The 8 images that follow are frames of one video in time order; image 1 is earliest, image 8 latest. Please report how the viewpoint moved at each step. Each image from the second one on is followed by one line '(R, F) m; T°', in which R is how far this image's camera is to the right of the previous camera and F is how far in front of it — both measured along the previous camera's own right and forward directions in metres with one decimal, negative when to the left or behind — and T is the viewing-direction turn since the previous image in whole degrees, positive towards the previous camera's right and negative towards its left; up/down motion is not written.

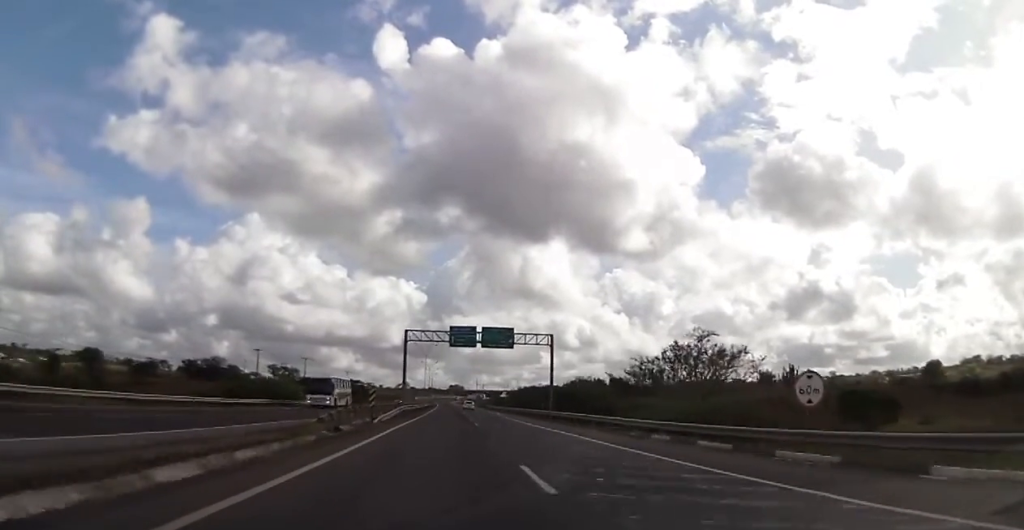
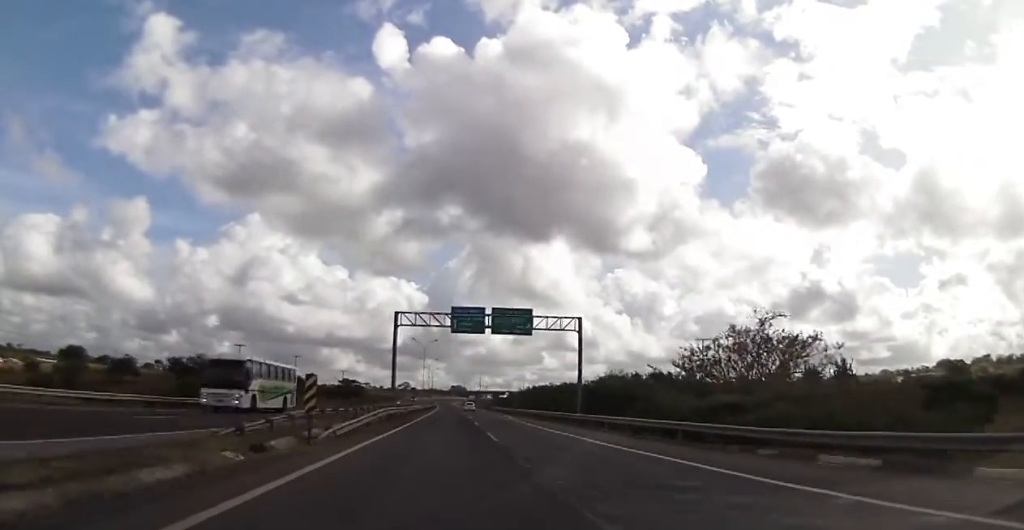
(+0.3, +13.9) m; 0°
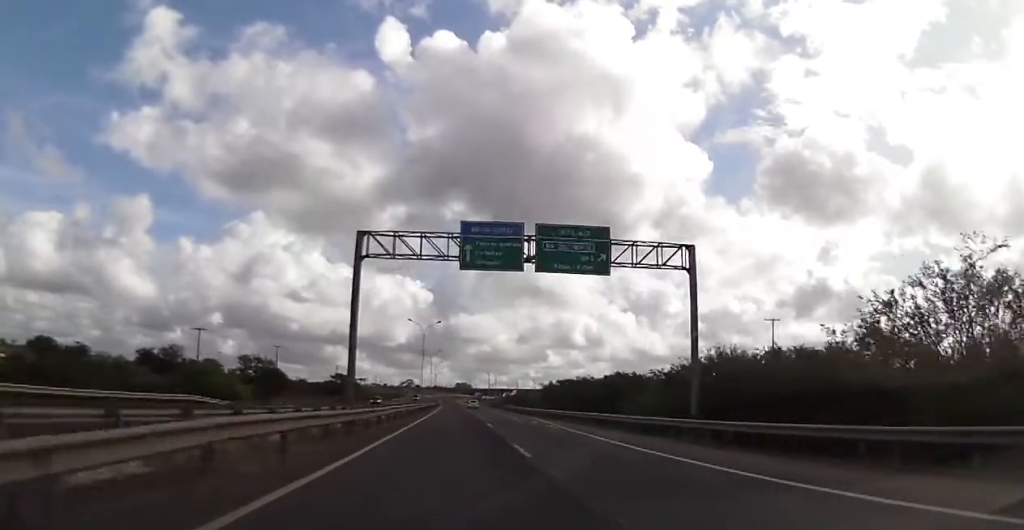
(-0.4, +24.3) m; -1°
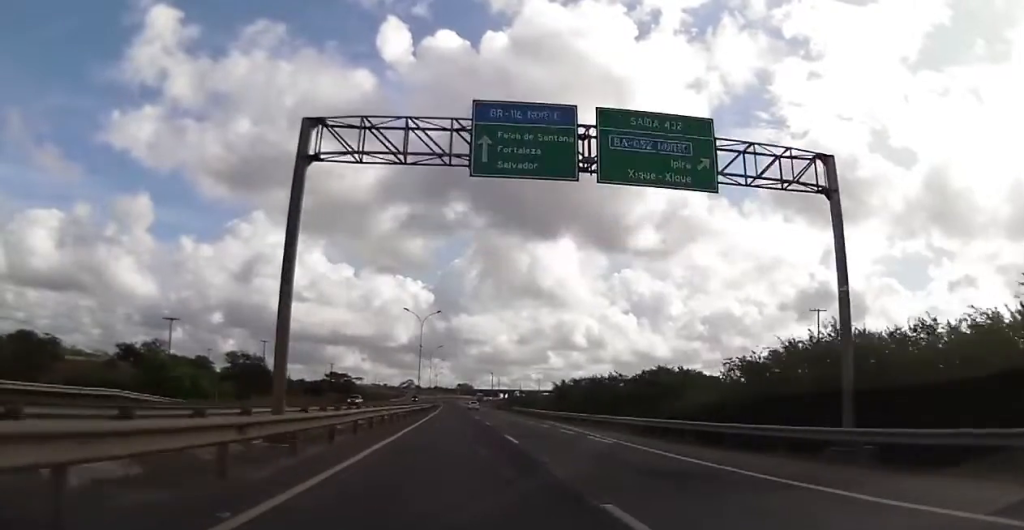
(0.0, +11.8) m; -1°
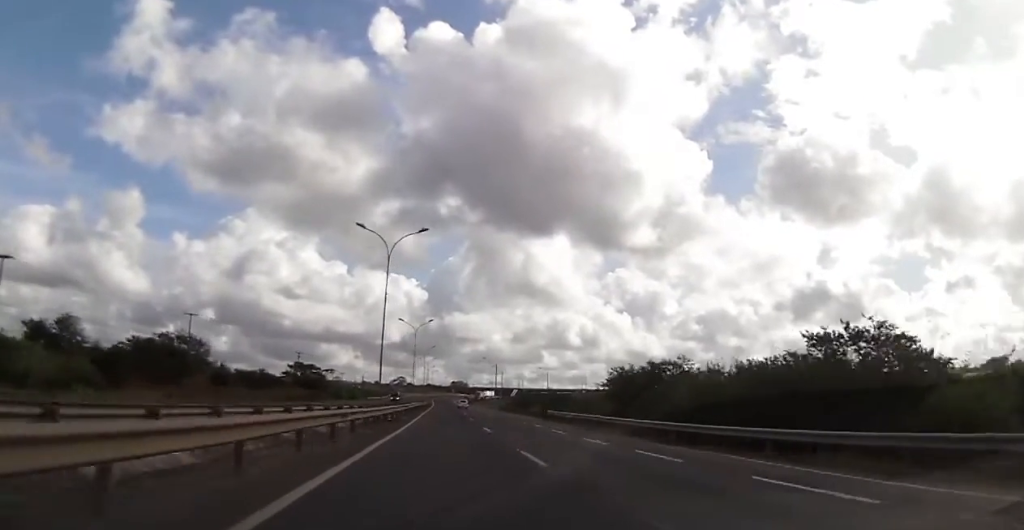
(+0.1, +39.3) m; +1°
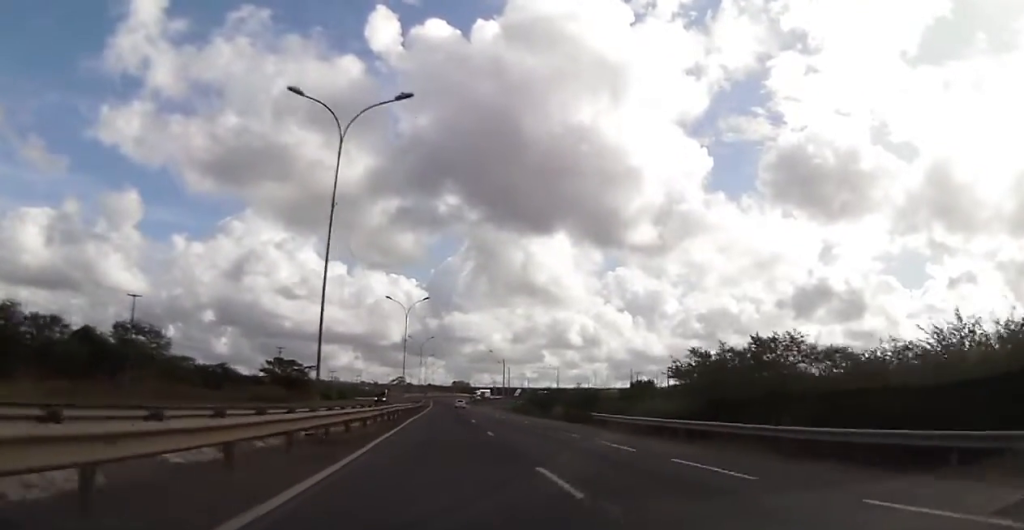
(+0.2, +20.0) m; 0°
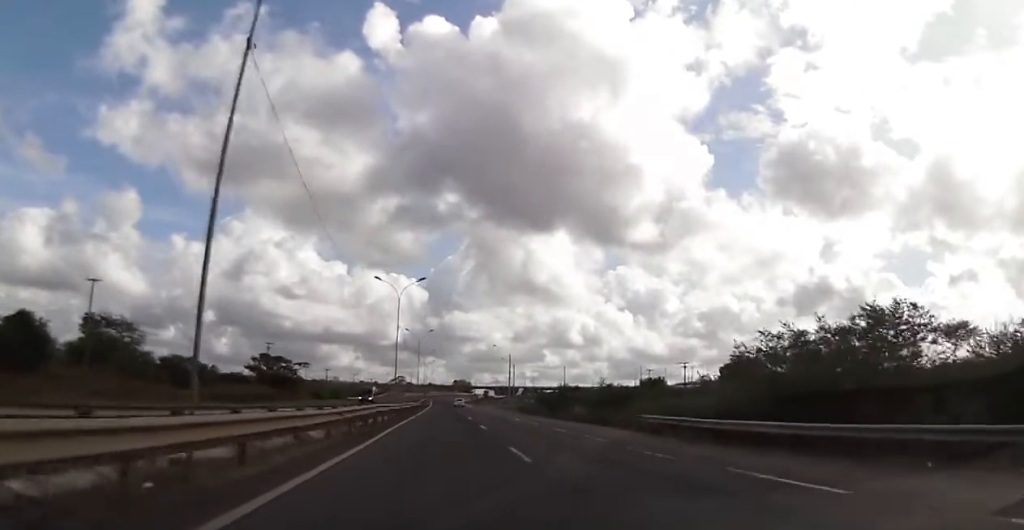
(-0.1, +11.1) m; -1°
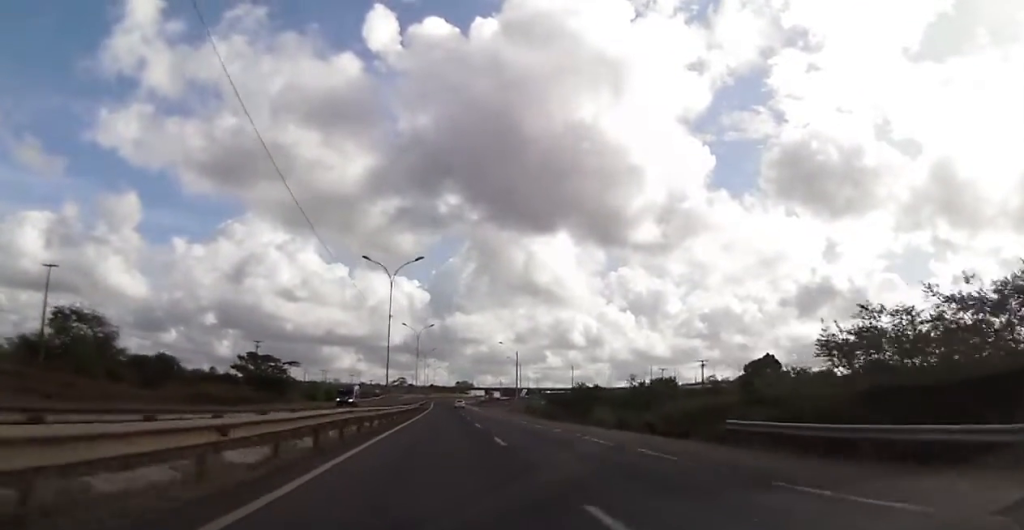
(0.0, +9.7) m; +1°
